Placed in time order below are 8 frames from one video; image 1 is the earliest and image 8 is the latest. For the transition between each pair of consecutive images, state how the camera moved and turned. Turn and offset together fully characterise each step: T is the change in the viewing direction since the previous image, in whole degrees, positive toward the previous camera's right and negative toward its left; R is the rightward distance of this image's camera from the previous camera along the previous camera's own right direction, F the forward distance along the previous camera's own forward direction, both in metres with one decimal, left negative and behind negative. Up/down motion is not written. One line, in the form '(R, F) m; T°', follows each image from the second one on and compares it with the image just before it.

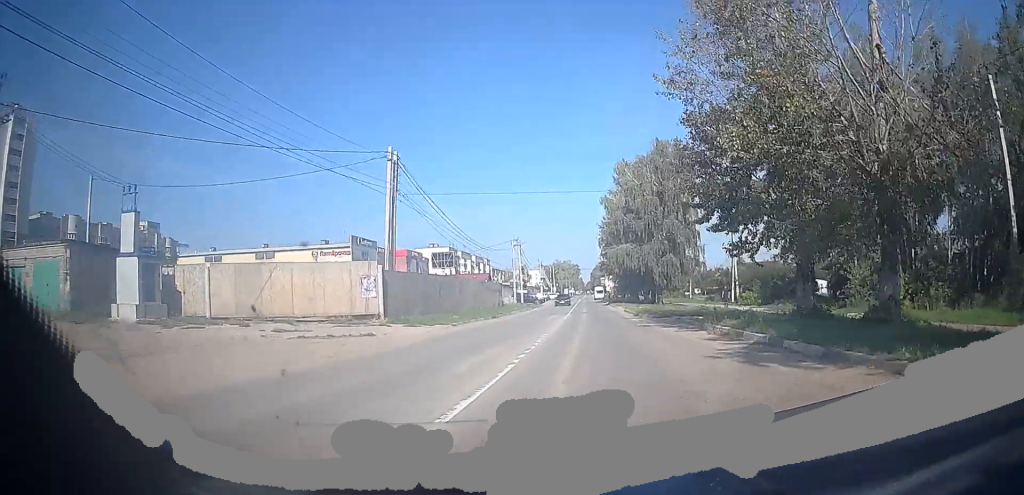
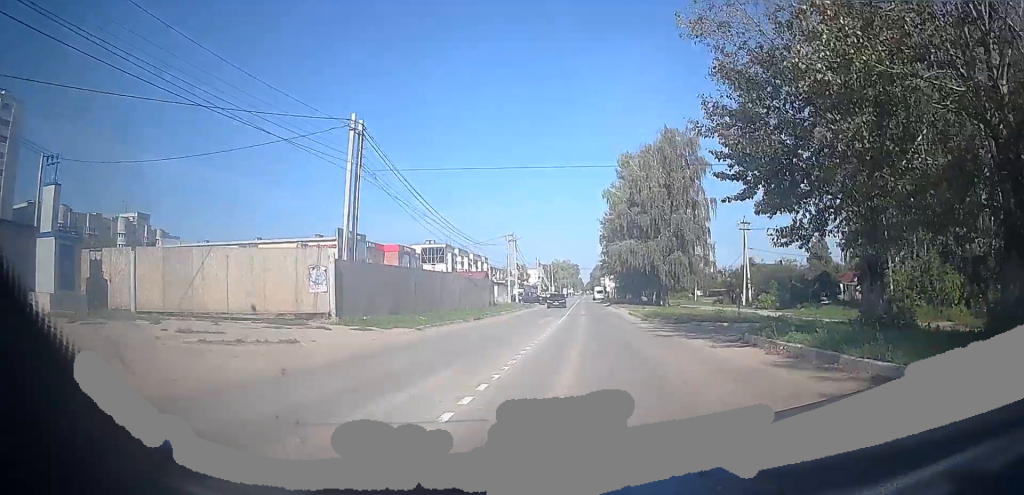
(+0.7, +5.2) m; 0°
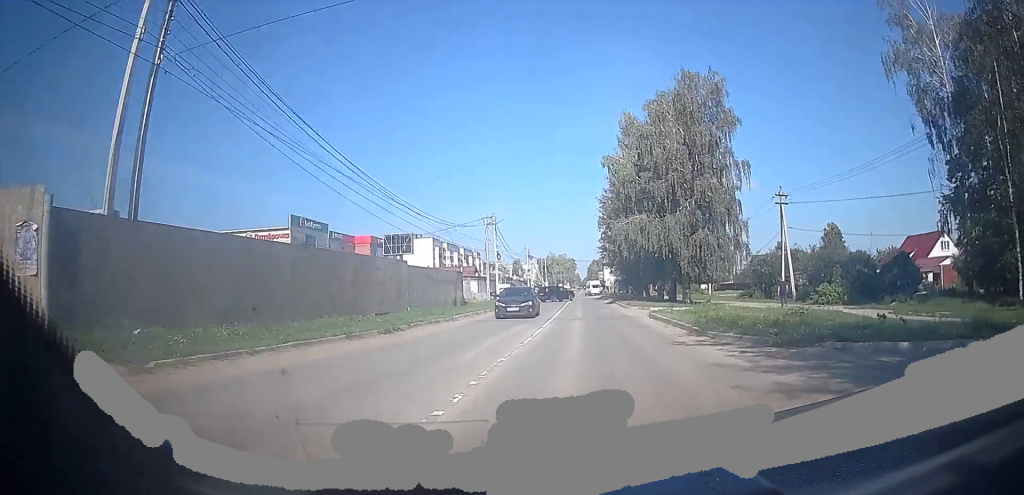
(-0.6, +13.6) m; +1°
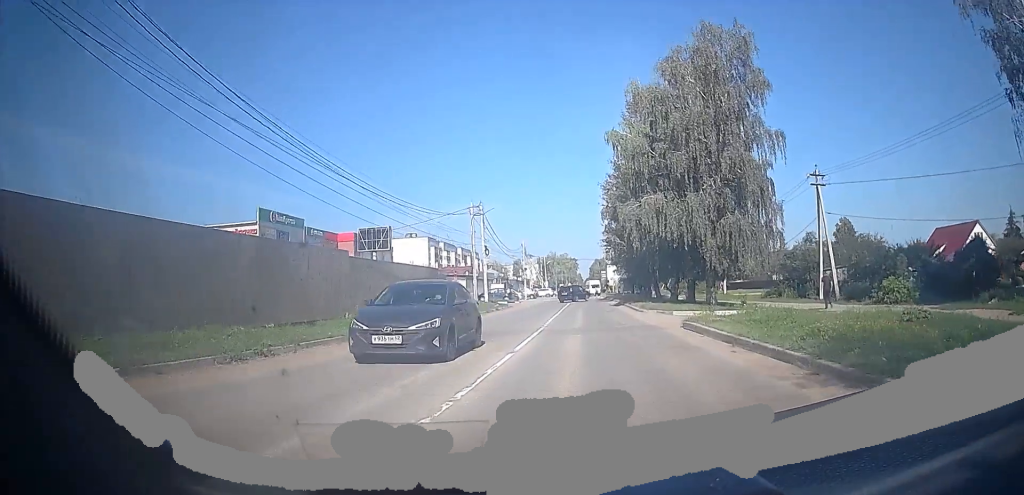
(+0.2, +8.6) m; +2°
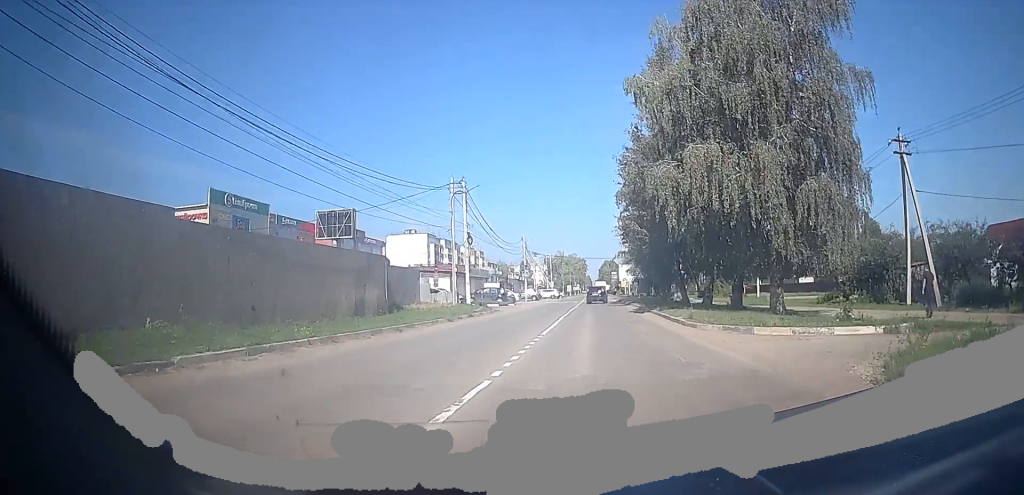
(0.0, +12.7) m; 0°
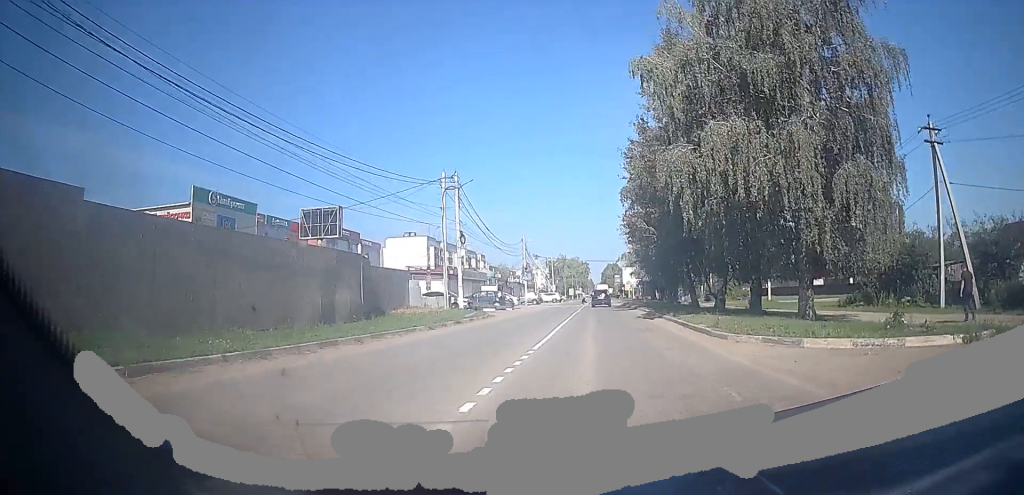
(0.0, +3.6) m; 0°
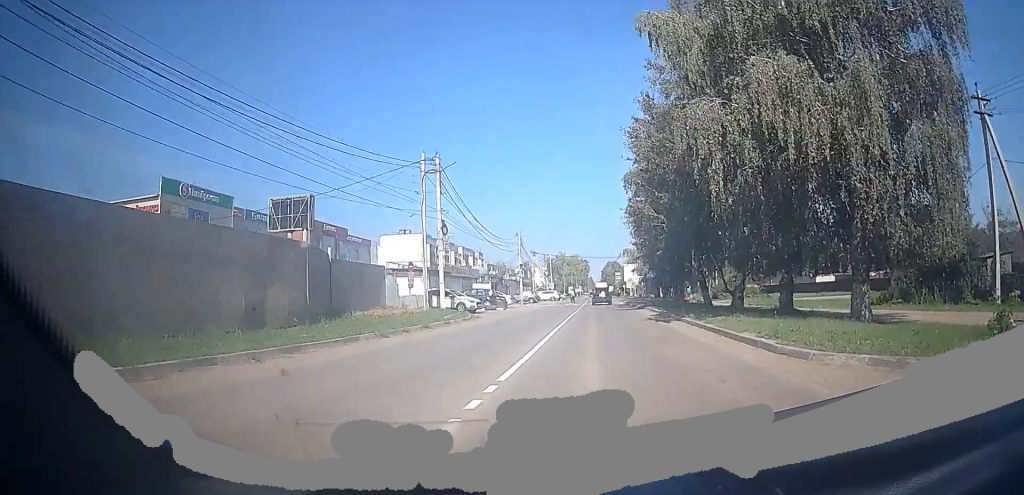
(0.0, +5.2) m; 0°
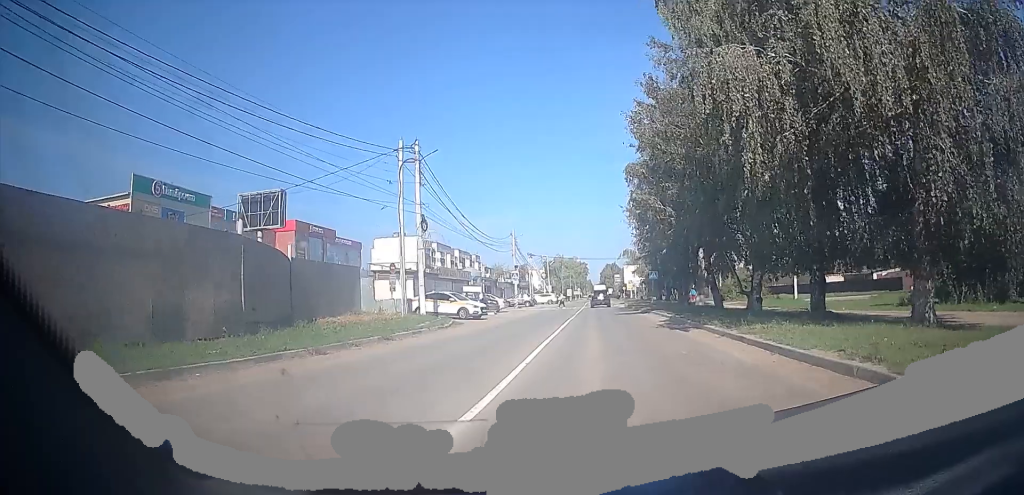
(0.0, +4.2) m; 0°
